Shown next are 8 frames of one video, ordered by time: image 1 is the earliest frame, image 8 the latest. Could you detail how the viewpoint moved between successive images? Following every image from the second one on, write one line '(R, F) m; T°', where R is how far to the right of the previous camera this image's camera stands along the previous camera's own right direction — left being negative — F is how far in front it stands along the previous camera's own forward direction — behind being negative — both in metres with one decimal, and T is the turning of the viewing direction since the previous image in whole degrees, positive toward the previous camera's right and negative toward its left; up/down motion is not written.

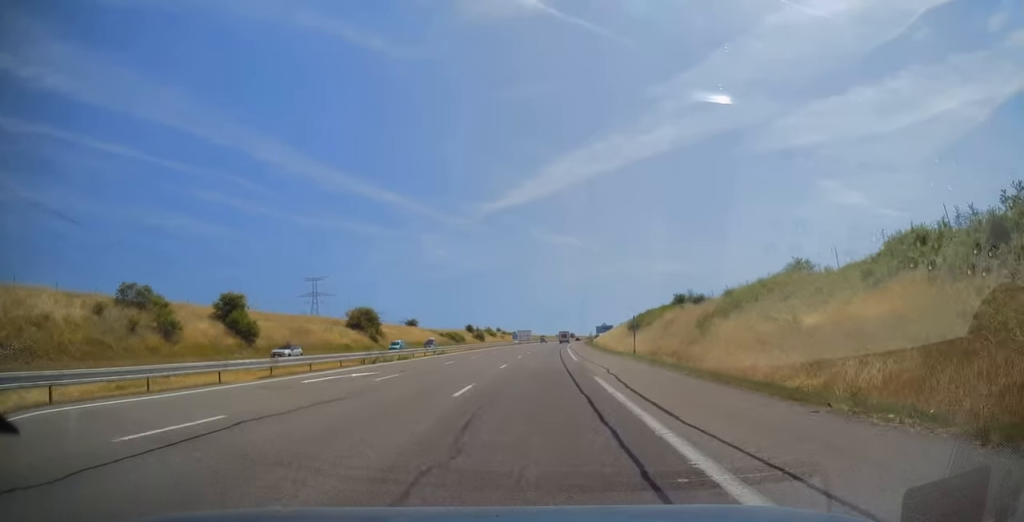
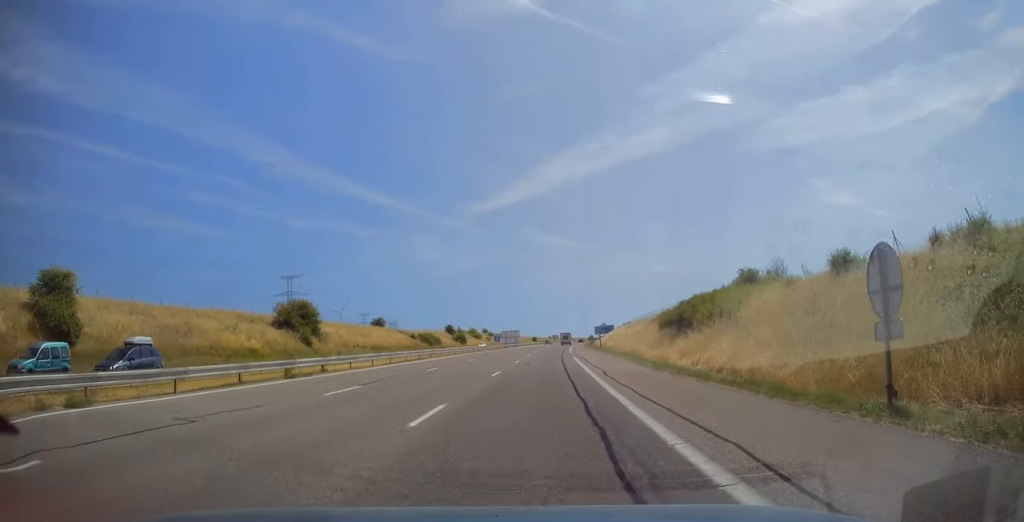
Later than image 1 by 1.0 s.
(0.0, +30.5) m; +1°
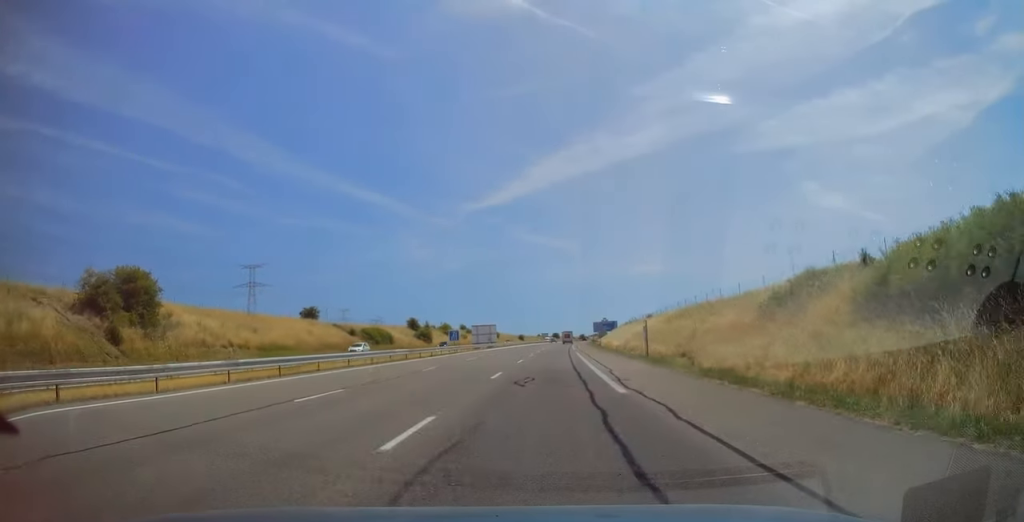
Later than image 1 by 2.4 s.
(+0.5, +40.9) m; +1°
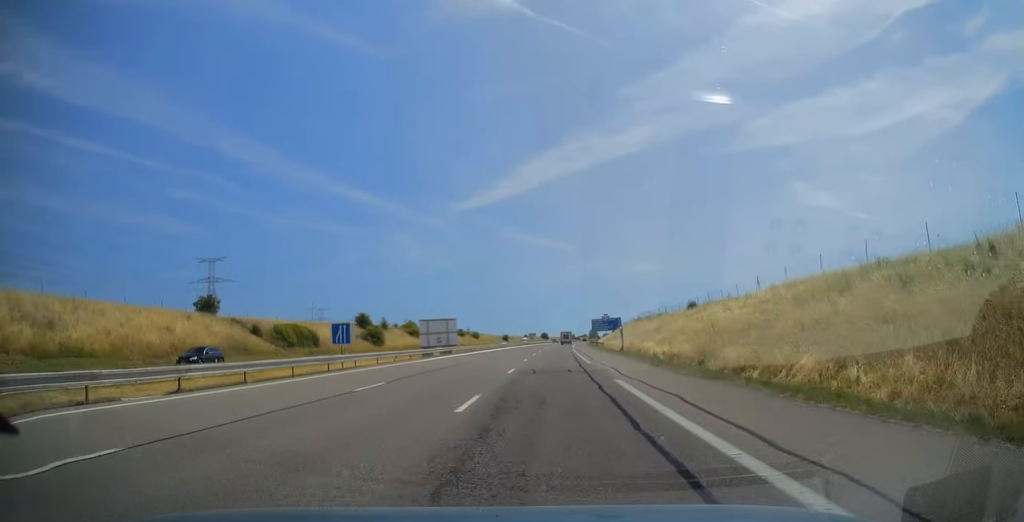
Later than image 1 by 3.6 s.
(+0.3, +35.0) m; +1°
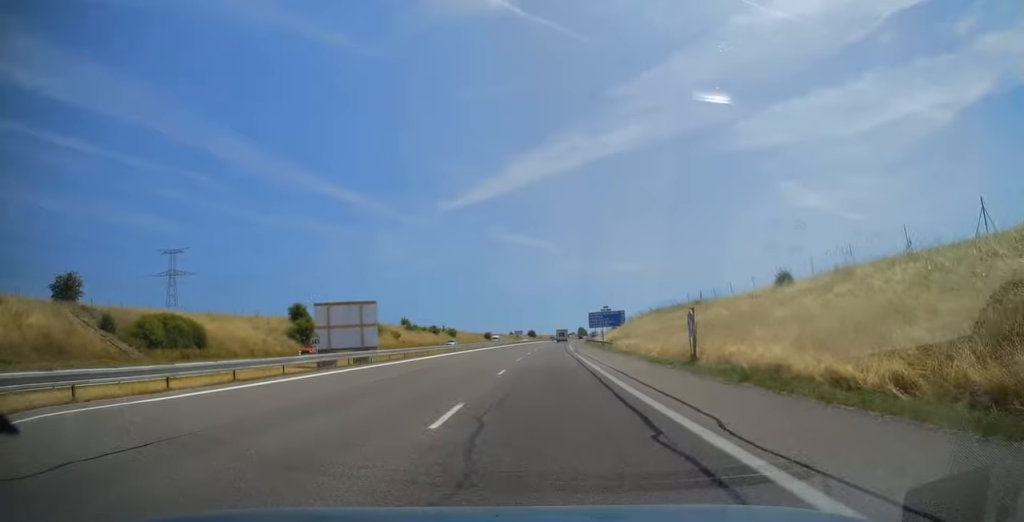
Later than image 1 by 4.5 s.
(+0.4, +28.1) m; +1°
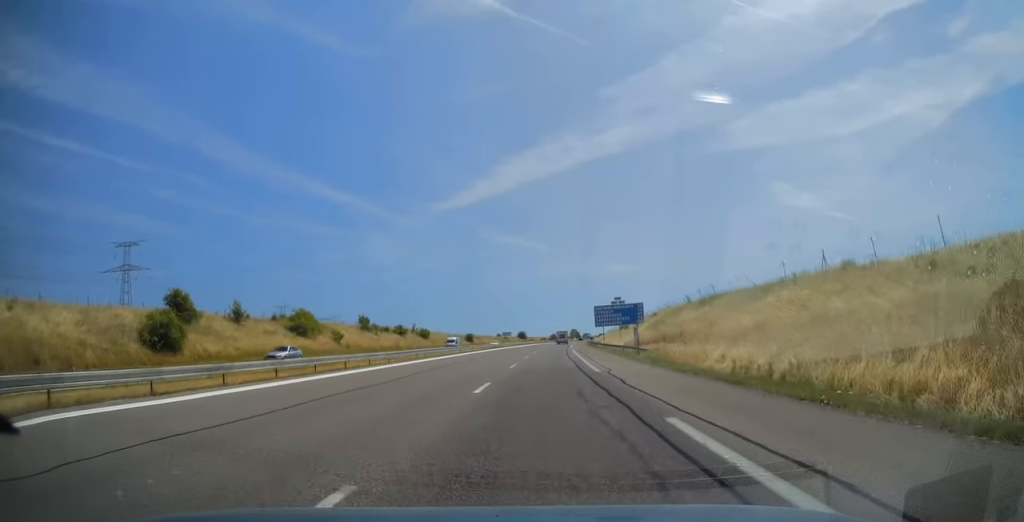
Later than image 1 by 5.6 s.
(+0.2, +32.6) m; 0°
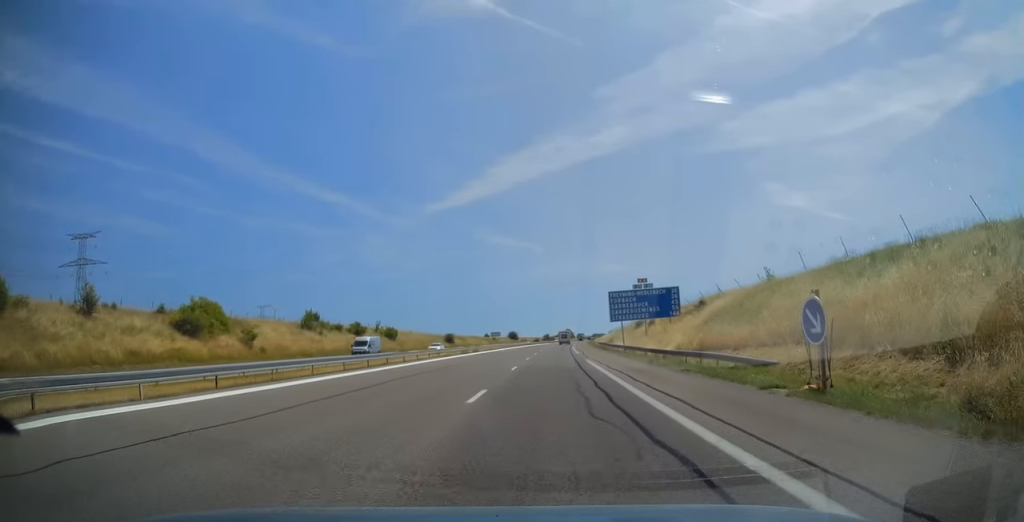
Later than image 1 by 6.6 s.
(-0.1, +28.6) m; +1°
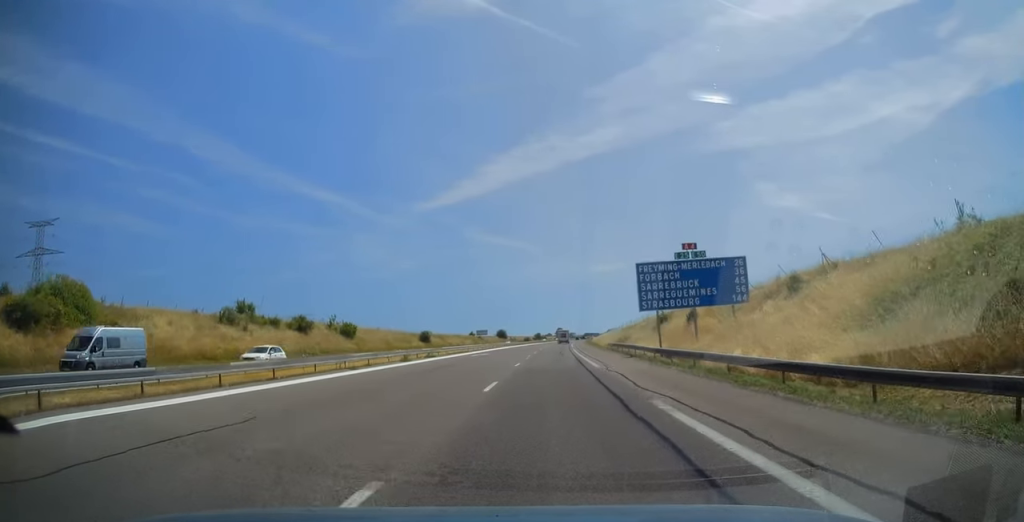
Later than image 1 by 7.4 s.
(+0.3, +23.6) m; +2°
